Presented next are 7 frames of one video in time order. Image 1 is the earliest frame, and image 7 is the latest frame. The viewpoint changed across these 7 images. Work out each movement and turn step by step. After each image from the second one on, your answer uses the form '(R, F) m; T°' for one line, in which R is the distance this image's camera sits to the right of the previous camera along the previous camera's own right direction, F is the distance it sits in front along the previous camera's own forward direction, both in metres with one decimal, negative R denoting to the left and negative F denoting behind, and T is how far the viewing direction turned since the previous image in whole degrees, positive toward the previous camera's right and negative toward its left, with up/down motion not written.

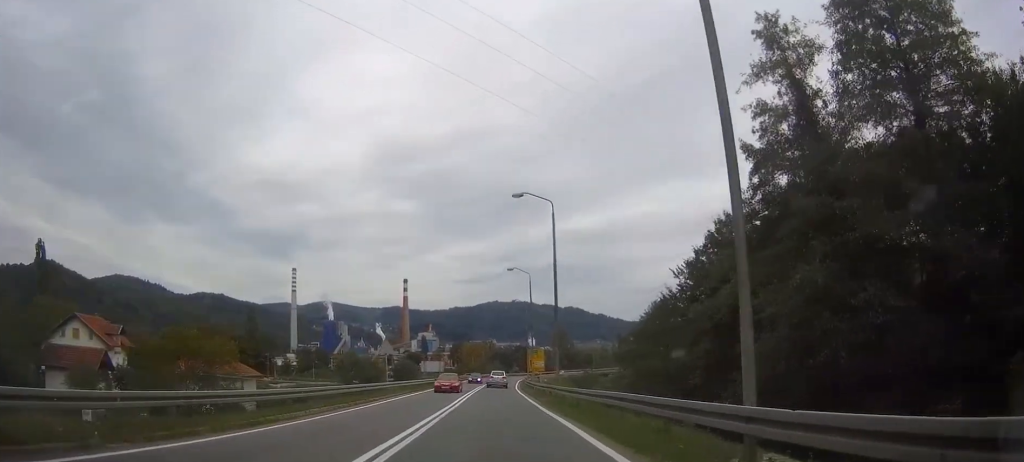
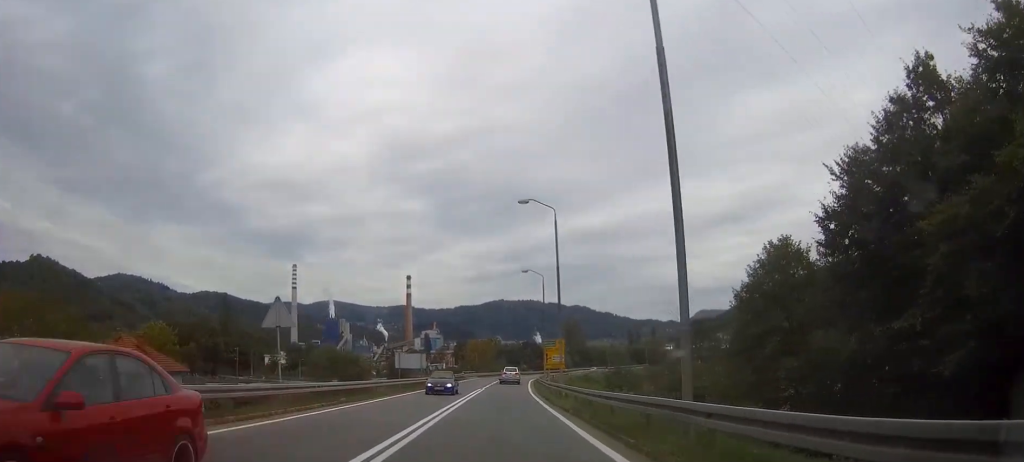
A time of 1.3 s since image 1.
(+0.1, +23.1) m; 0°
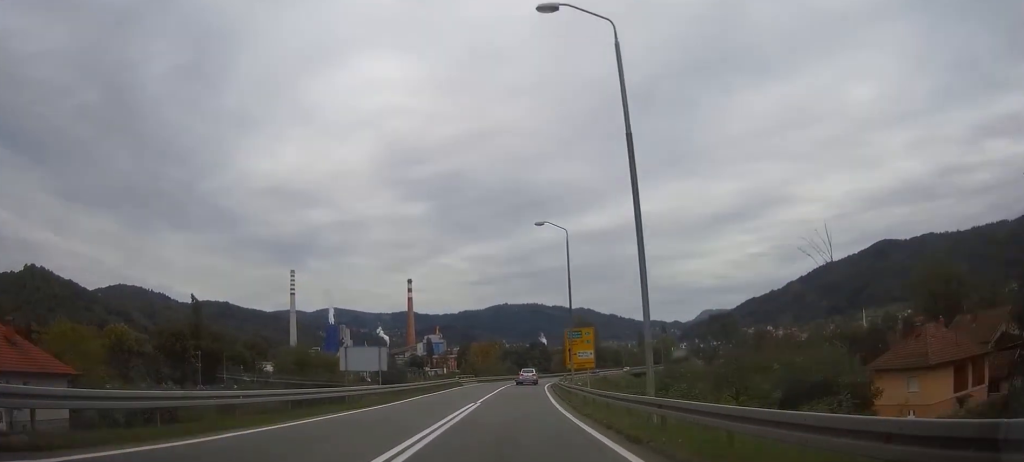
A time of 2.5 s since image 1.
(0.0, +20.4) m; 0°
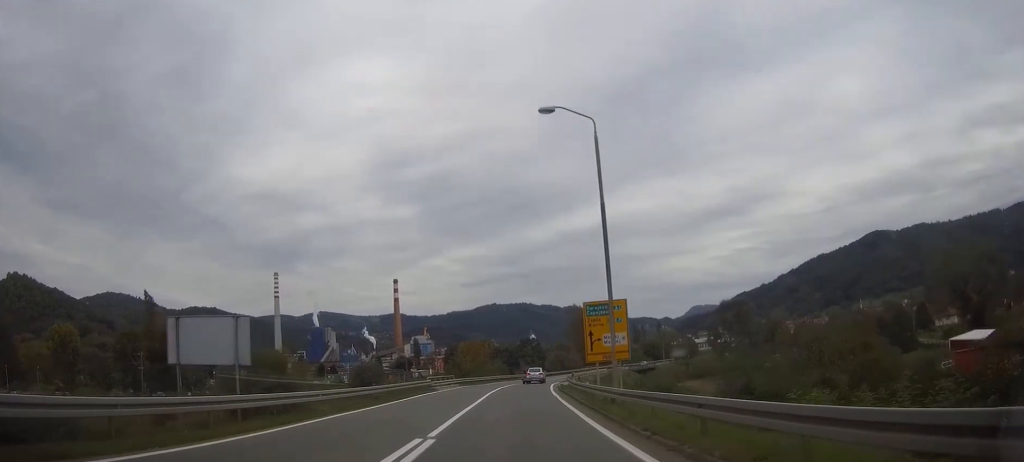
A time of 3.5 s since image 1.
(0.0, +17.7) m; 0°
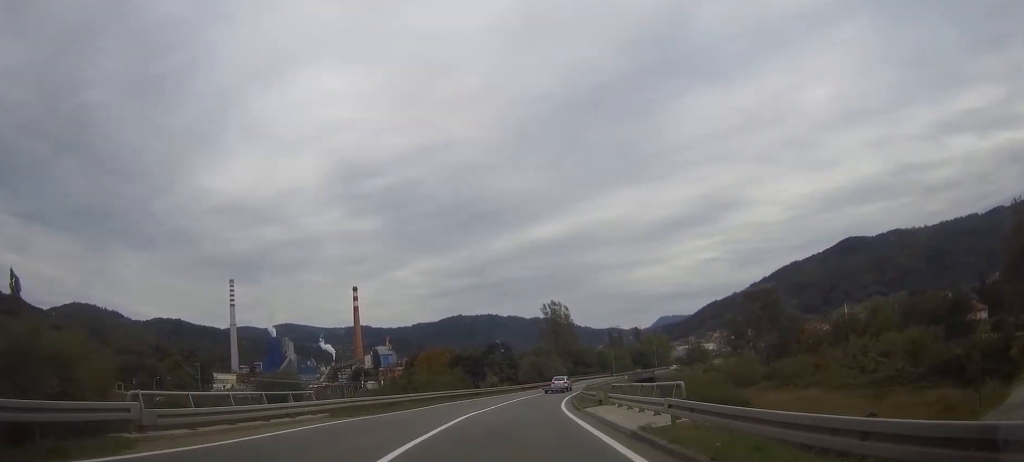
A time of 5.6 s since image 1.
(+1.0, +37.0) m; +4°
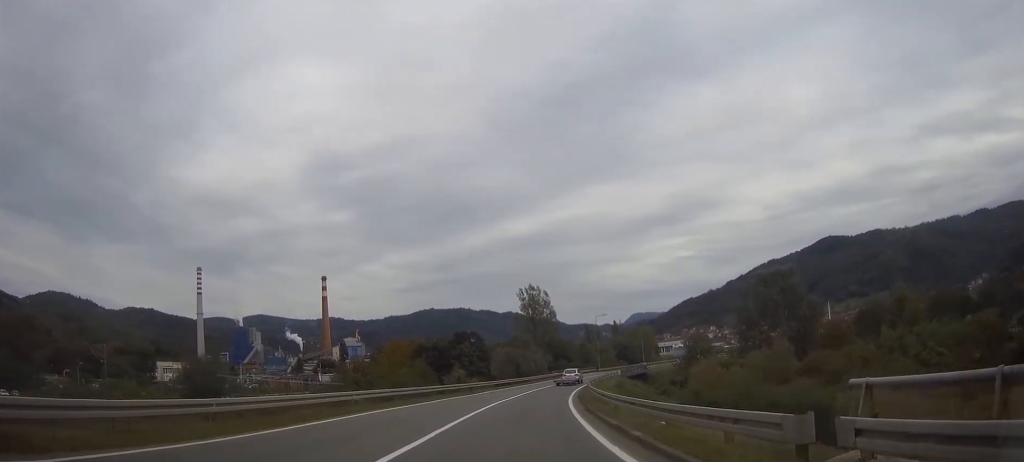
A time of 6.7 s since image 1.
(+0.4, +20.4) m; +2°
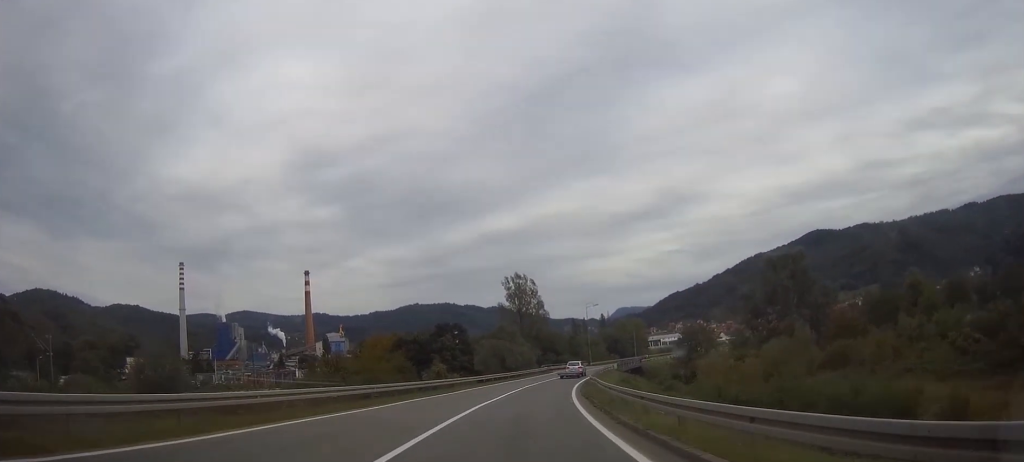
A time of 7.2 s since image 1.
(0.0, +9.5) m; +1°
